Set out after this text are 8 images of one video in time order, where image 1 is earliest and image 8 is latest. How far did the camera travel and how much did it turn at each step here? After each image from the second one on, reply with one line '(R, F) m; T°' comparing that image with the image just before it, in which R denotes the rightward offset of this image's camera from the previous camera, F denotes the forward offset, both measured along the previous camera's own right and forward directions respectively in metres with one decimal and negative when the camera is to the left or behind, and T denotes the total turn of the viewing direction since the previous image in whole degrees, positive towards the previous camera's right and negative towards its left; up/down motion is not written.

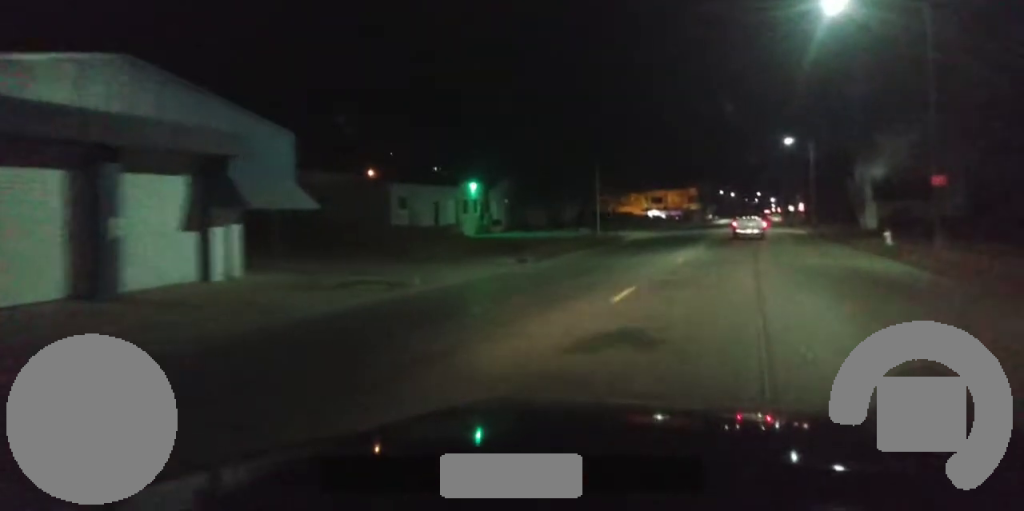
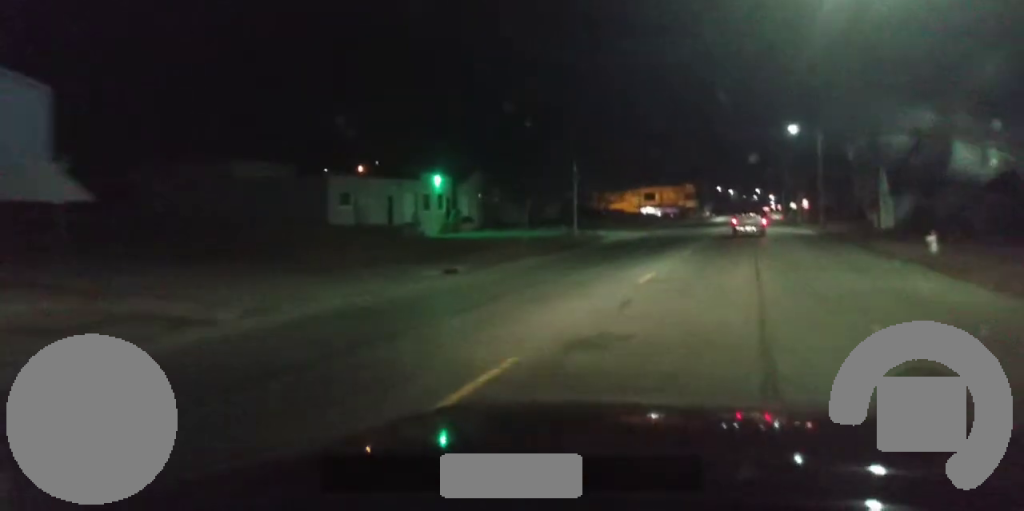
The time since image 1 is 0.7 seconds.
(0.0, +8.9) m; -1°
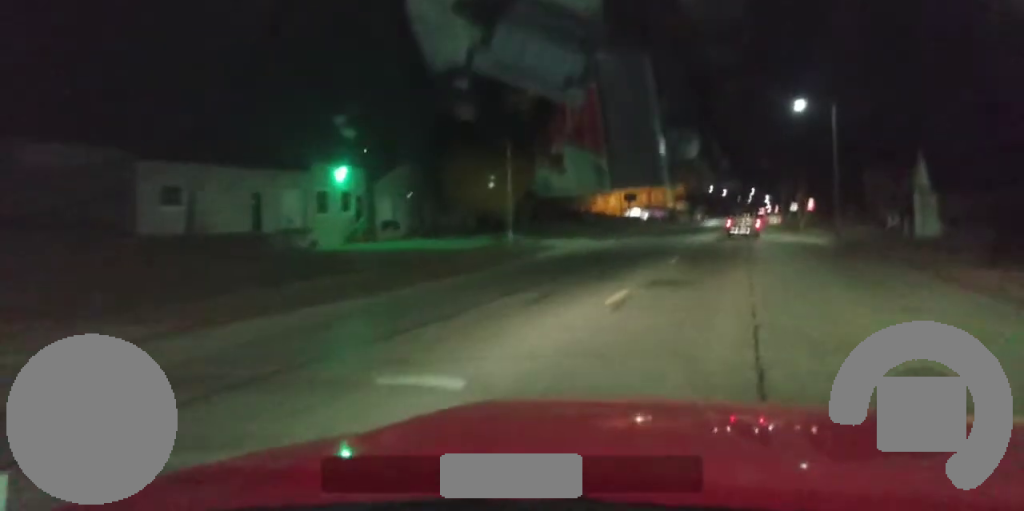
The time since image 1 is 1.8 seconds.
(-0.4, +15.5) m; 0°
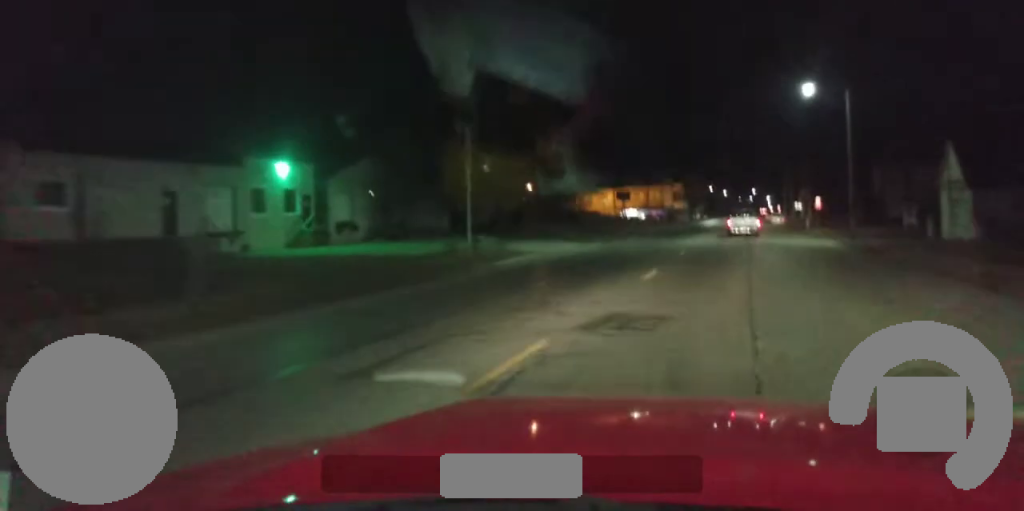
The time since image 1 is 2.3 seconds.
(+0.2, +6.6) m; +1°
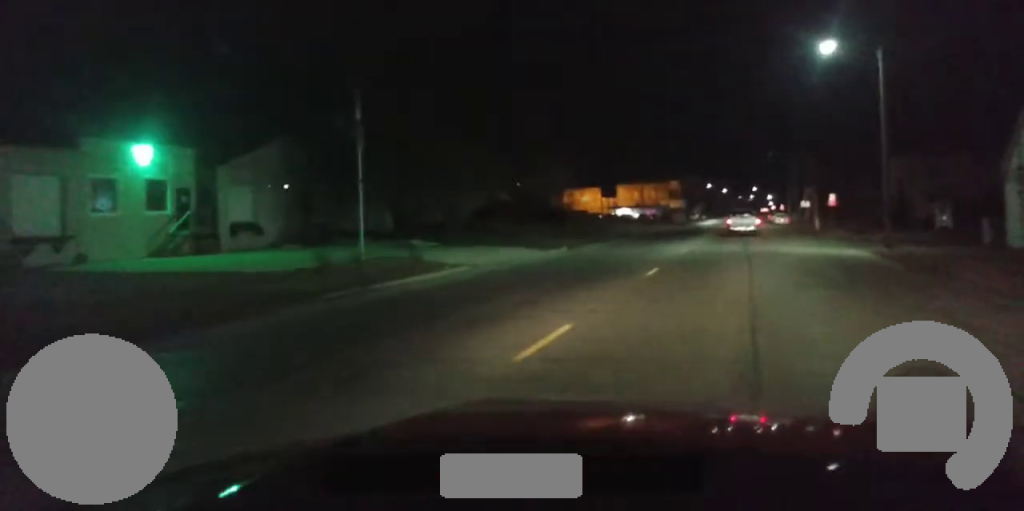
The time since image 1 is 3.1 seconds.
(+0.3, +10.7) m; +2°
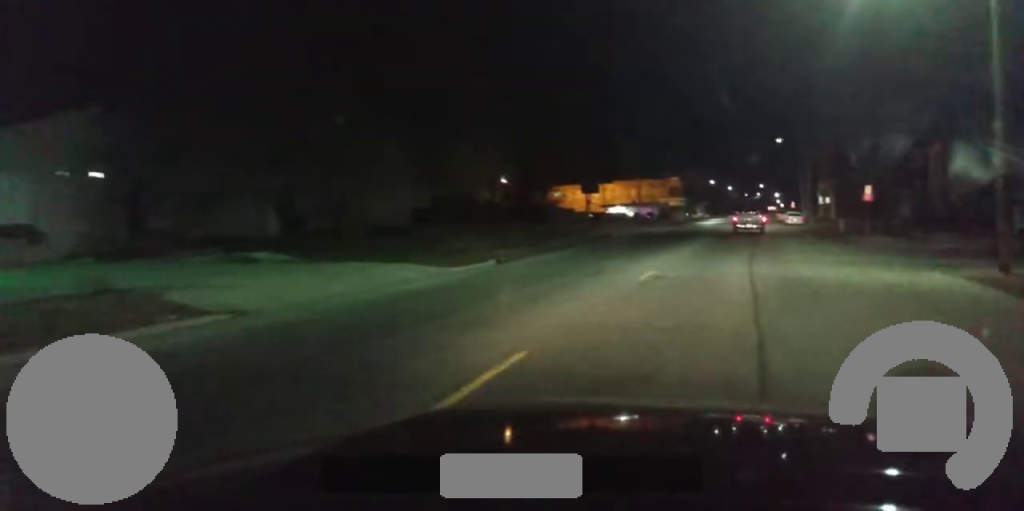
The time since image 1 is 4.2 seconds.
(-0.1, +14.8) m; -2°
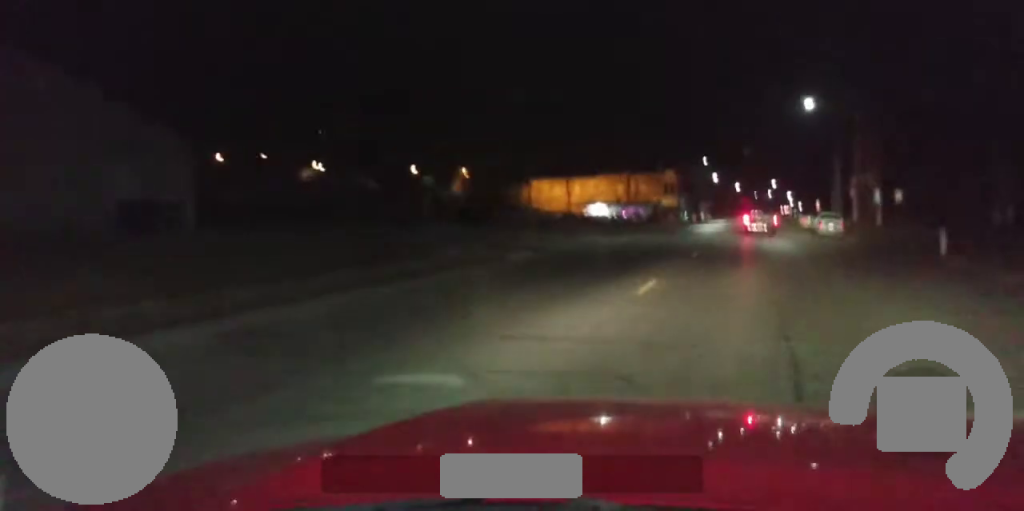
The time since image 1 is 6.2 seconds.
(-0.8, +28.9) m; -1°
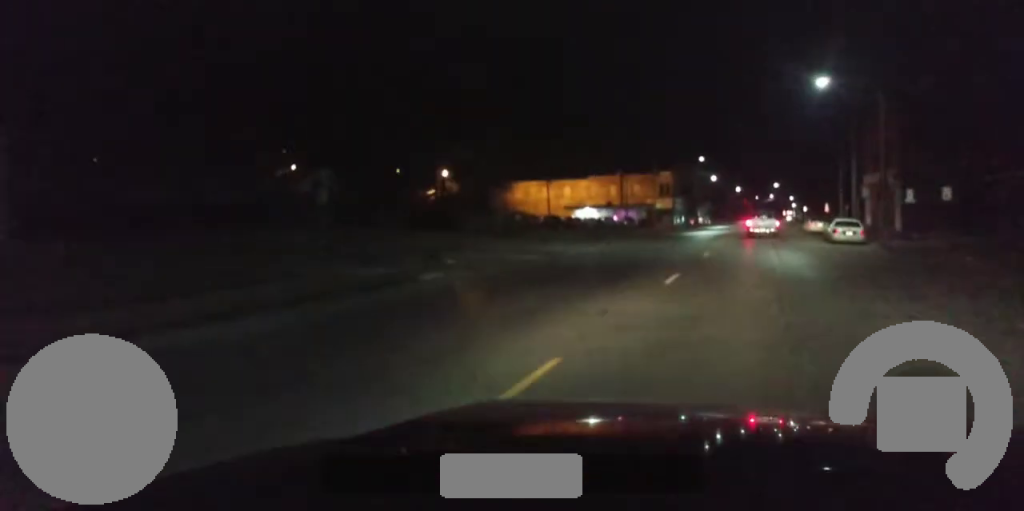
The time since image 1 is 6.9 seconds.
(+0.1, +9.8) m; +1°
